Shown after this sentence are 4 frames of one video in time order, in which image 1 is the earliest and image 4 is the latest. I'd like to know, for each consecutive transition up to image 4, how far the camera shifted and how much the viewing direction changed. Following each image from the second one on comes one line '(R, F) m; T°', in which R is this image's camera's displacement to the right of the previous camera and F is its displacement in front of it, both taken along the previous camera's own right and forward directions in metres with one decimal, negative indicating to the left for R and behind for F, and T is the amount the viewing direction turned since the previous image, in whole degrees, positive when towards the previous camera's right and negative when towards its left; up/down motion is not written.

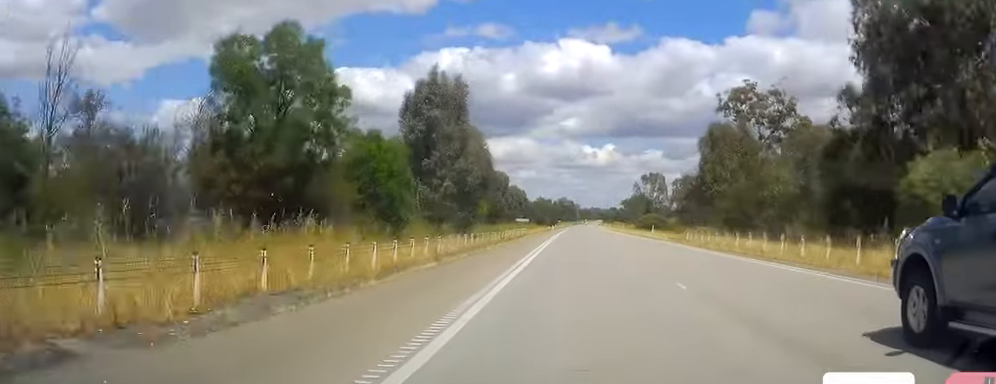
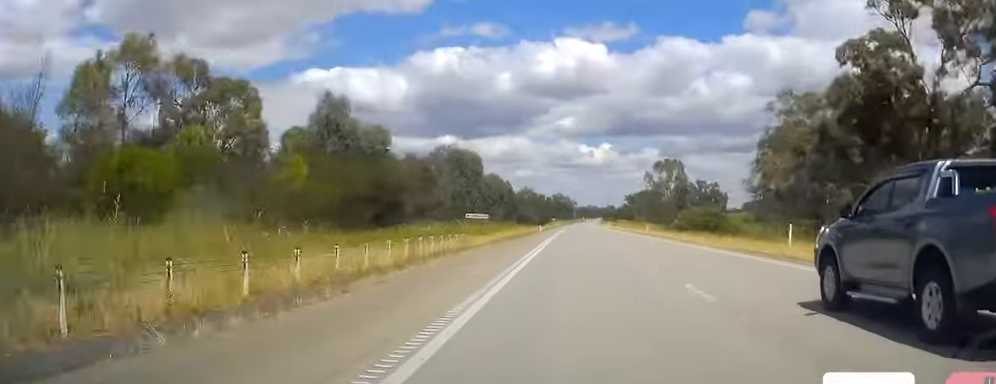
(+0.1, +50.8) m; 0°
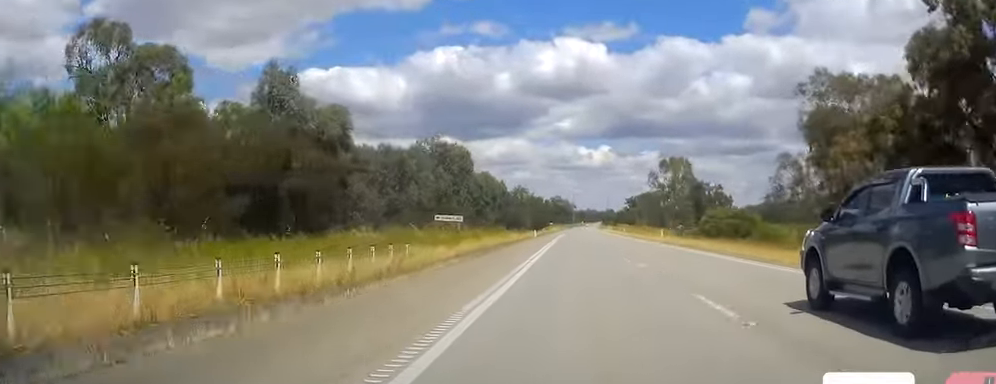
(-0.1, +13.4) m; 0°
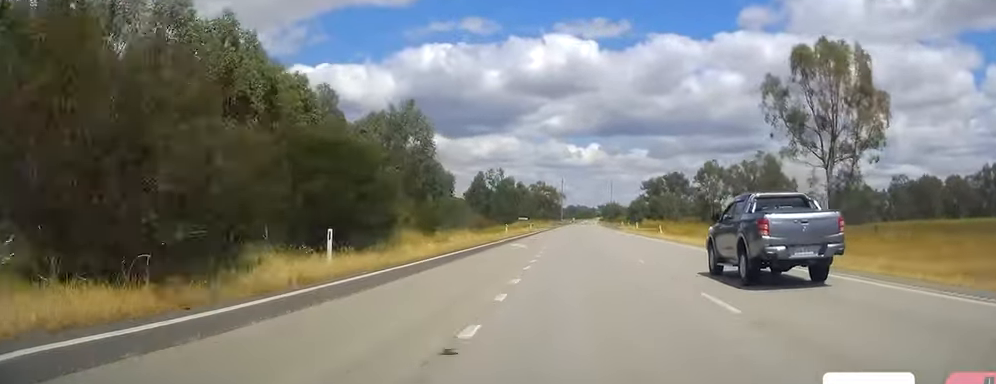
(+1.6, +120.9) m; 0°
